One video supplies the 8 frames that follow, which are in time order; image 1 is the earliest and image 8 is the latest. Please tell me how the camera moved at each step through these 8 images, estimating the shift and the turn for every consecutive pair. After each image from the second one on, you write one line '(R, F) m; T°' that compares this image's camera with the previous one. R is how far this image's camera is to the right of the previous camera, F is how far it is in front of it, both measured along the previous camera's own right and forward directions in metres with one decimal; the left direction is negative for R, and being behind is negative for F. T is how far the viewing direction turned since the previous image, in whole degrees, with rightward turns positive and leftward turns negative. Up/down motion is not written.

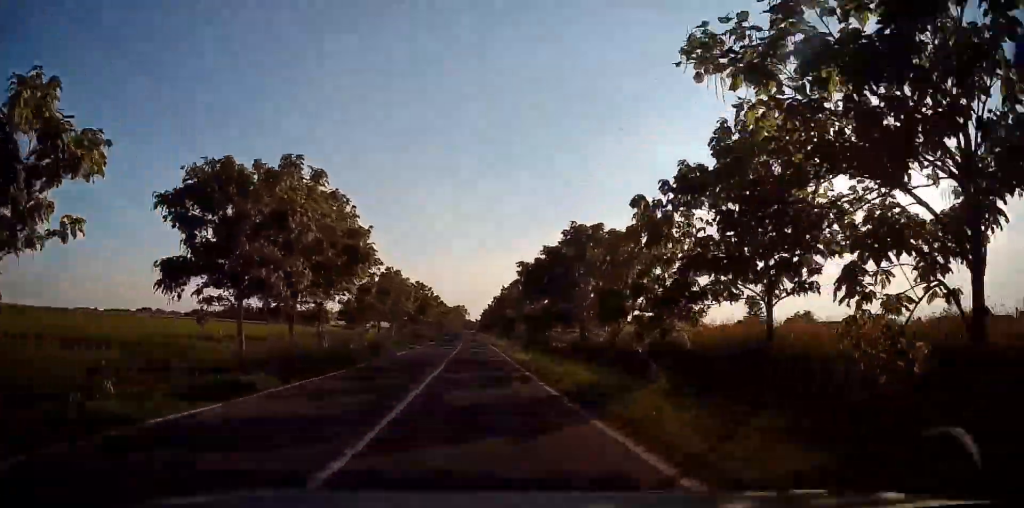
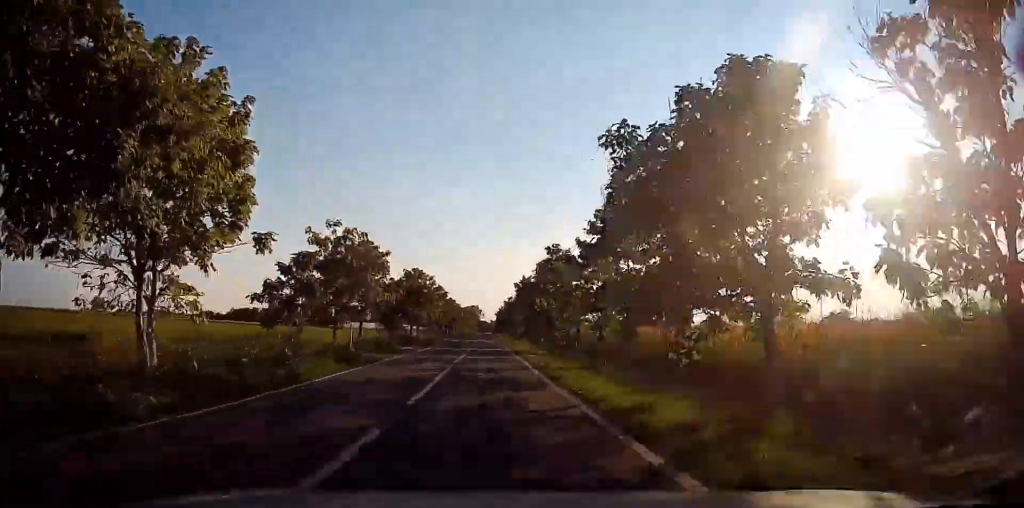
(-0.5, +15.2) m; -2°
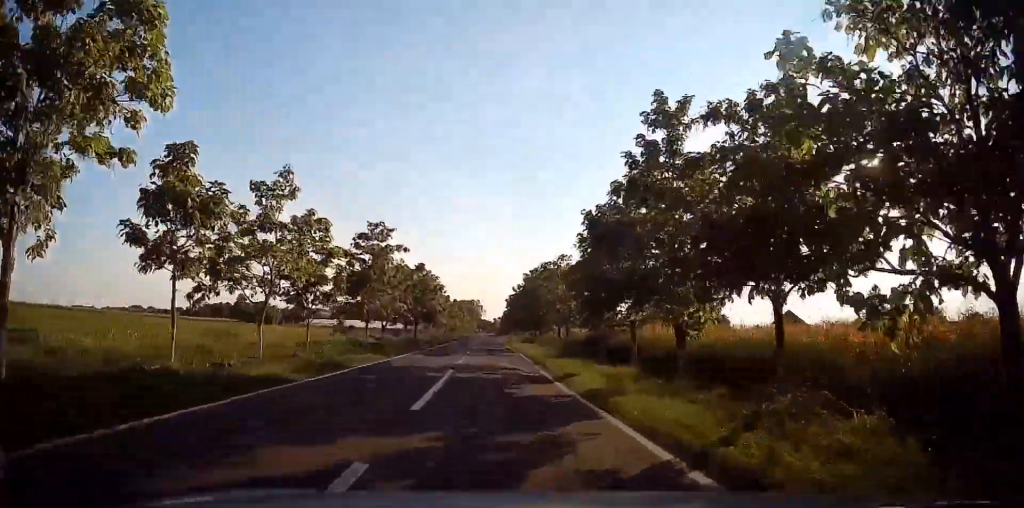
(-0.6, +49.8) m; 0°
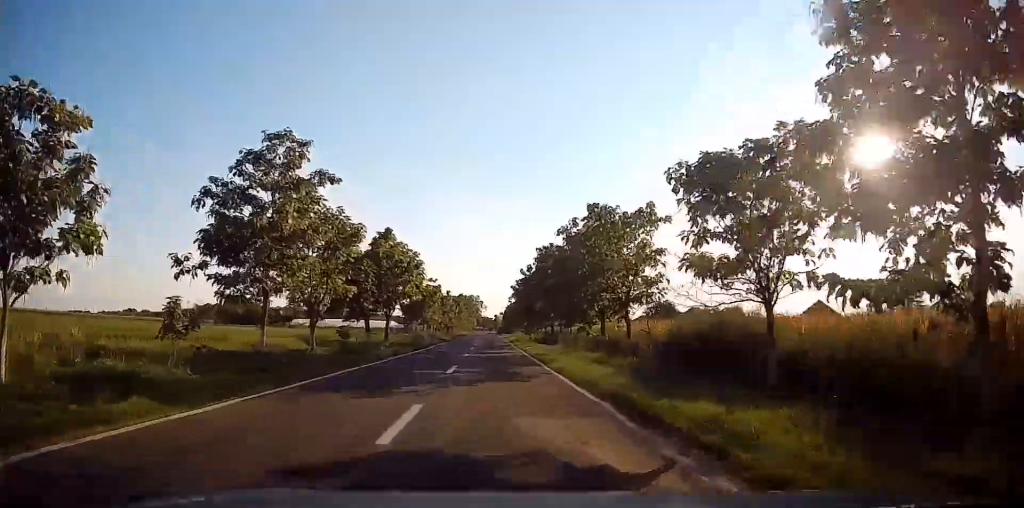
(+0.2, +14.8) m; 0°
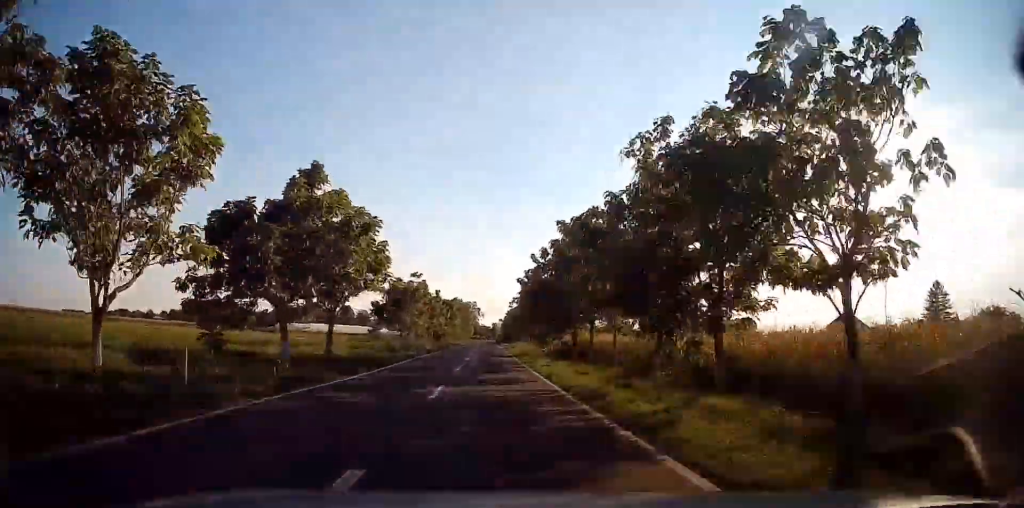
(+0.1, +12.7) m; 0°
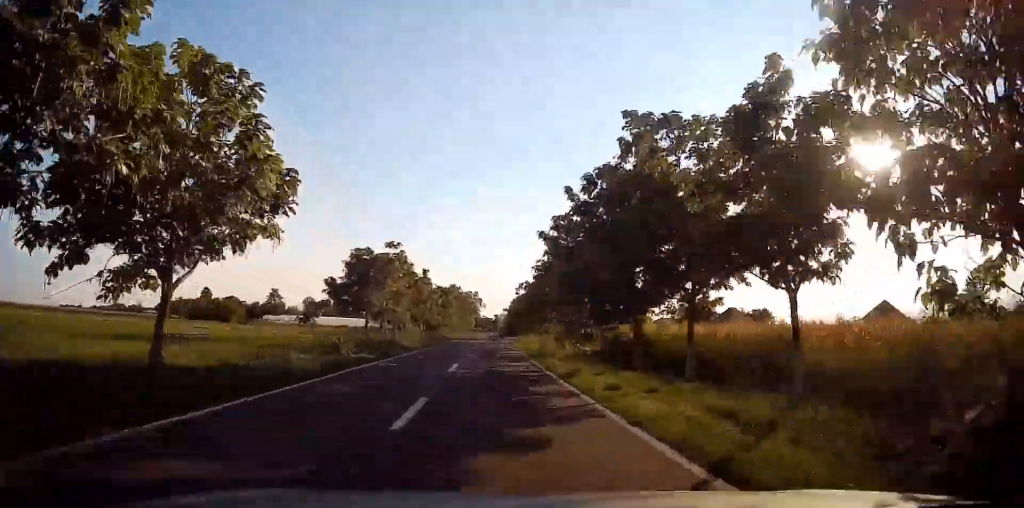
(-0.1, +13.2) m; -1°
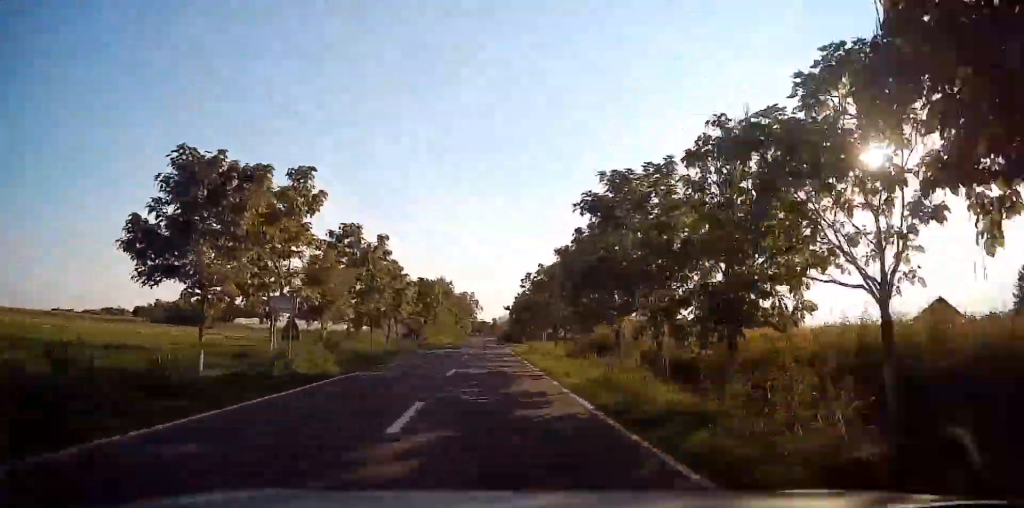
(-0.3, +18.2) m; 0°
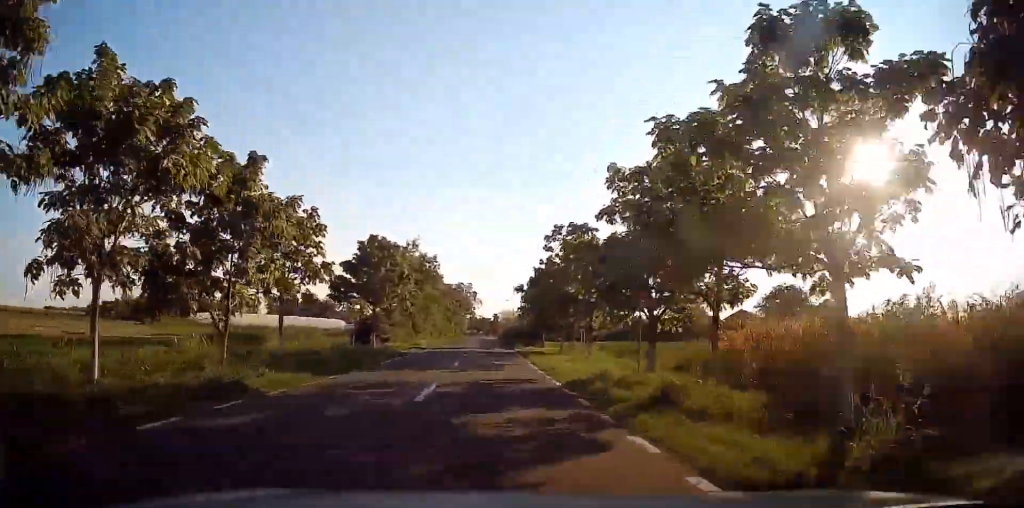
(+0.6, +23.9) m; +2°
